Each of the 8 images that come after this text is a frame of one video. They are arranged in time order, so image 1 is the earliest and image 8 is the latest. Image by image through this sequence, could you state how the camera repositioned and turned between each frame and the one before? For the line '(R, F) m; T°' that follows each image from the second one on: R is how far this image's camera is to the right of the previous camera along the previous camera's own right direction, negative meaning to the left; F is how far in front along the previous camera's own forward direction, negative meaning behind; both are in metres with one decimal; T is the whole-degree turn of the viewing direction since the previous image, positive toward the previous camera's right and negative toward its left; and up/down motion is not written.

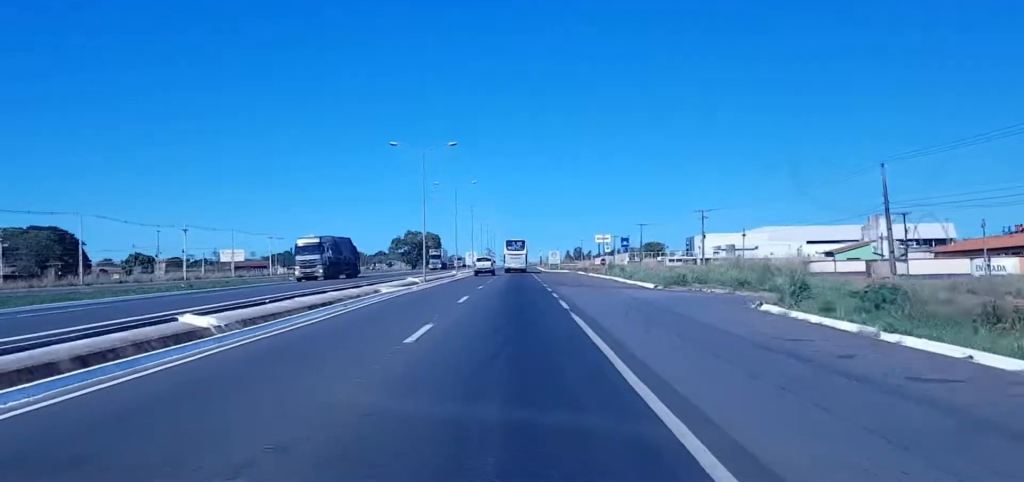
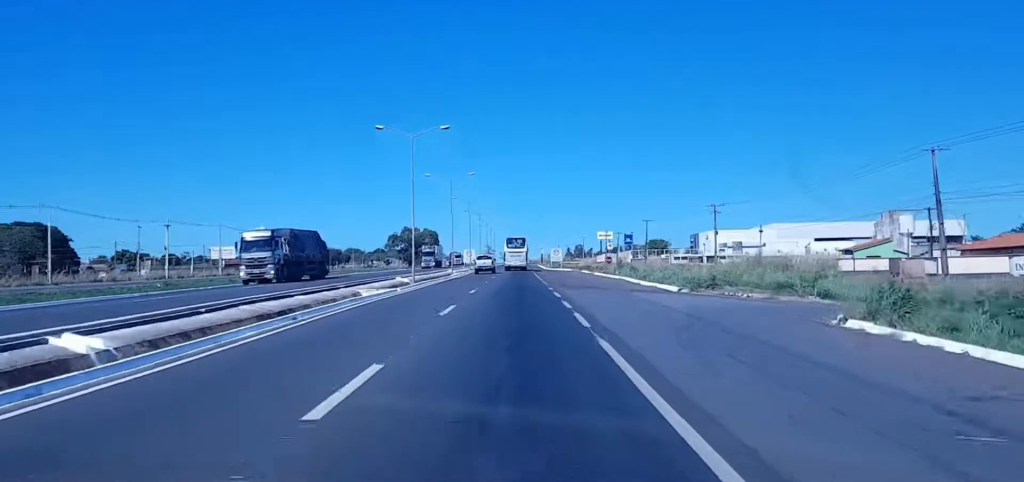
(+0.1, +8.4) m; 0°
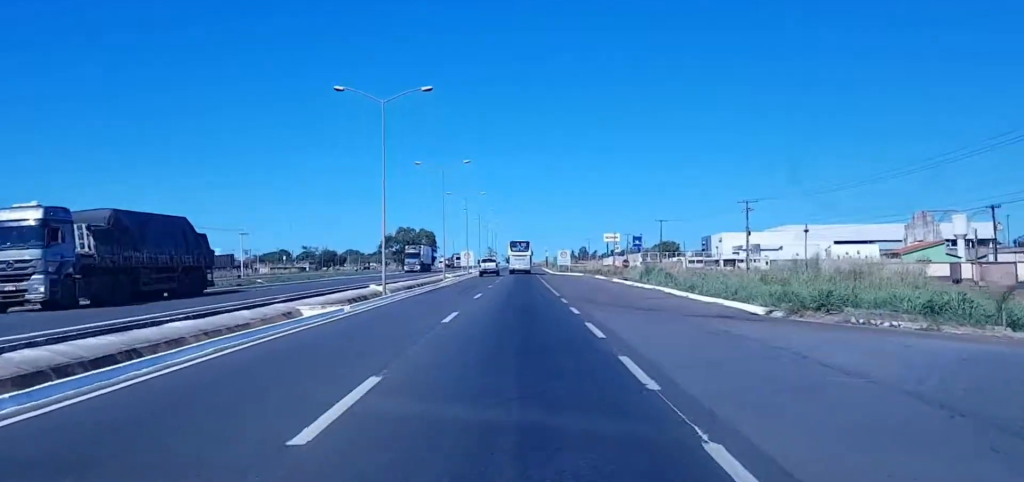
(-0.1, +16.7) m; 0°
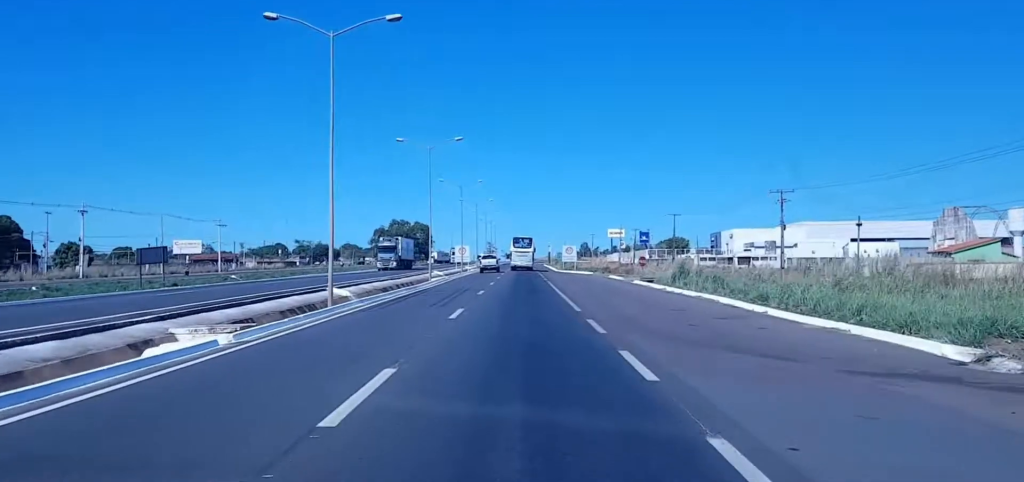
(0.0, +14.8) m; 0°
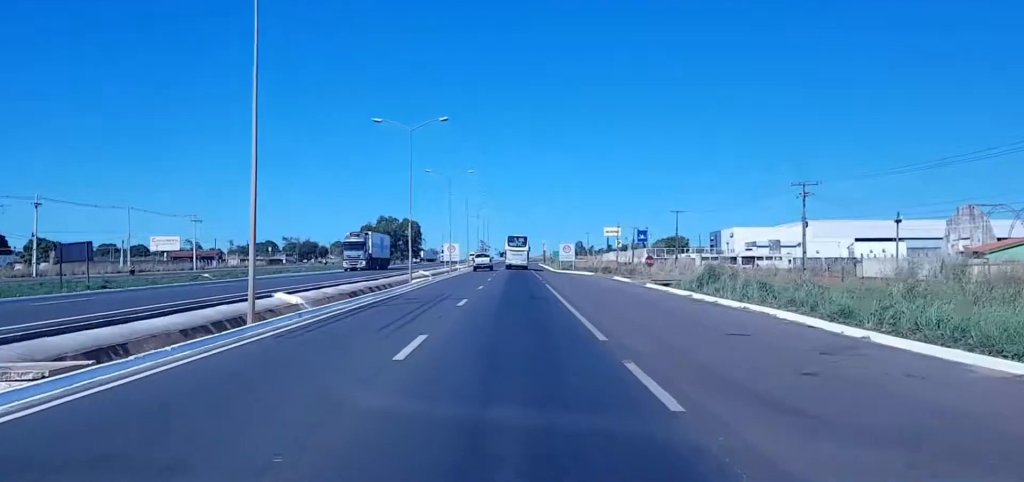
(+0.1, +10.1) m; 0°
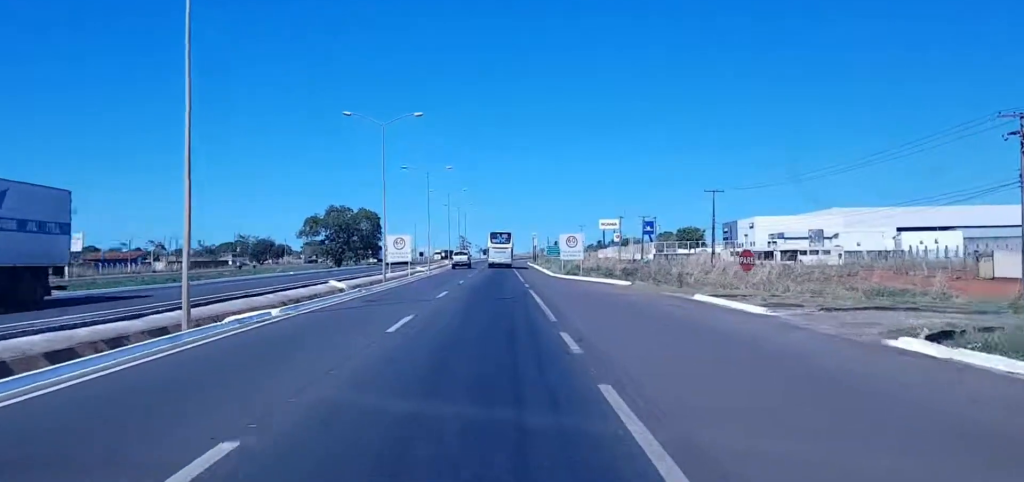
(-1.0, +42.8) m; 0°
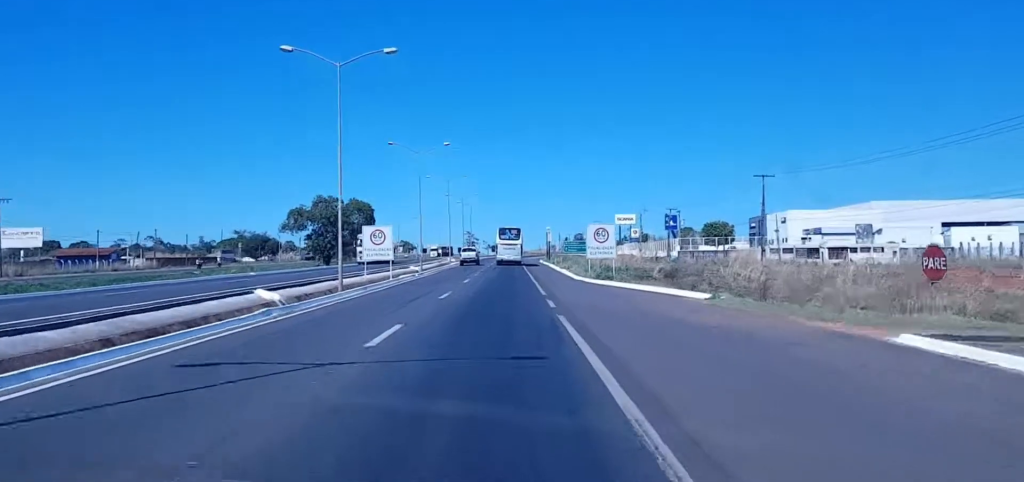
(+0.5, +19.1) m; +1°
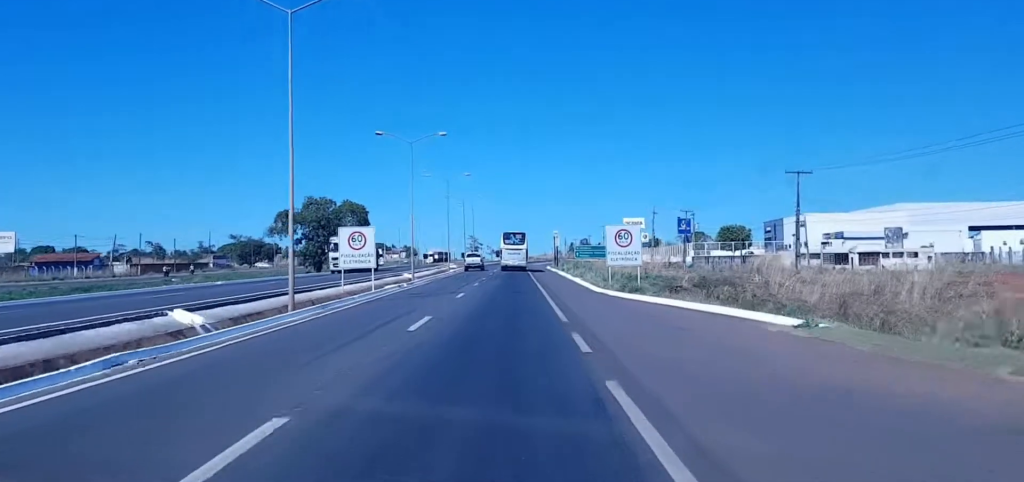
(-0.1, +10.8) m; -1°
